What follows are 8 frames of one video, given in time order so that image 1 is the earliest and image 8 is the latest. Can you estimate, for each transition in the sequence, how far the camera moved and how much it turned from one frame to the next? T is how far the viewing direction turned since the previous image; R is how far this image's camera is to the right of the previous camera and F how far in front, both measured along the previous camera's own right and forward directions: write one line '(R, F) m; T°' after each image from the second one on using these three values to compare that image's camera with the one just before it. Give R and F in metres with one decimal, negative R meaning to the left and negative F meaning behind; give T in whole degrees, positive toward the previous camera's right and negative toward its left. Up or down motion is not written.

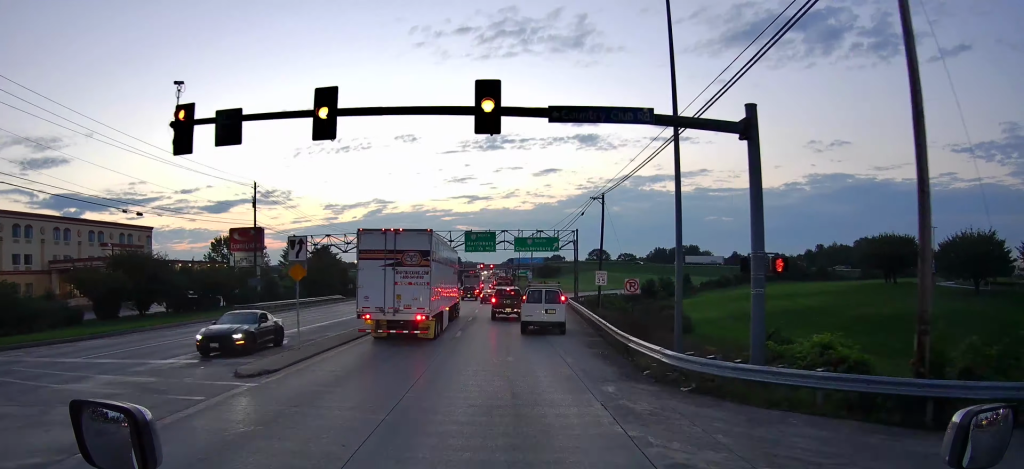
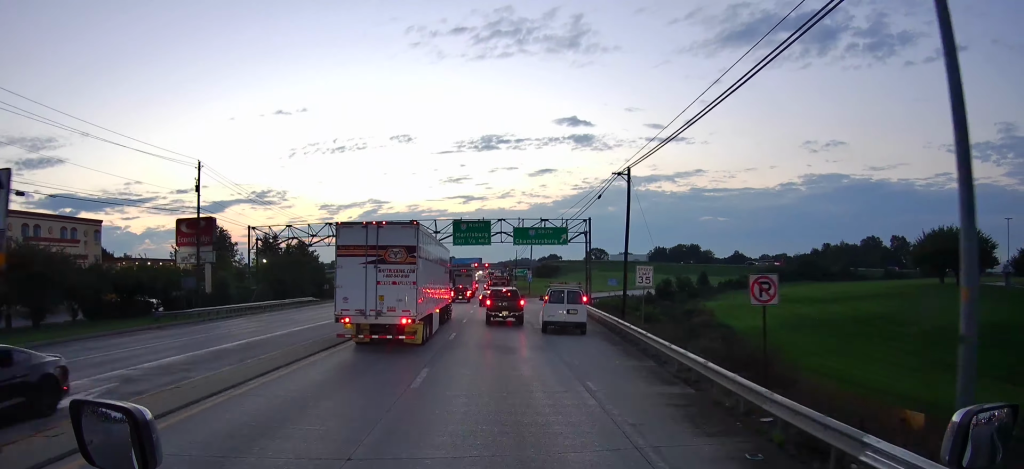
(+0.1, +11.5) m; 0°
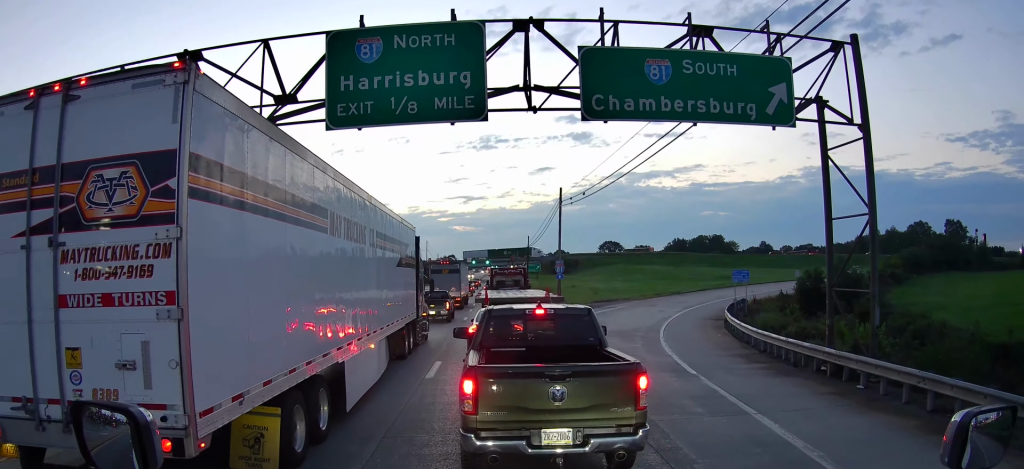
(+0.1, +38.1) m; -2°
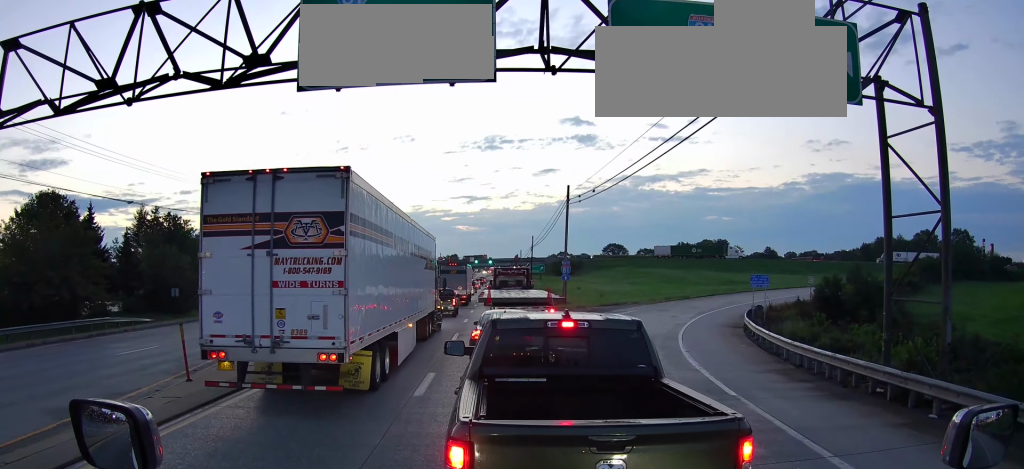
(-0.2, +3.0) m; -2°
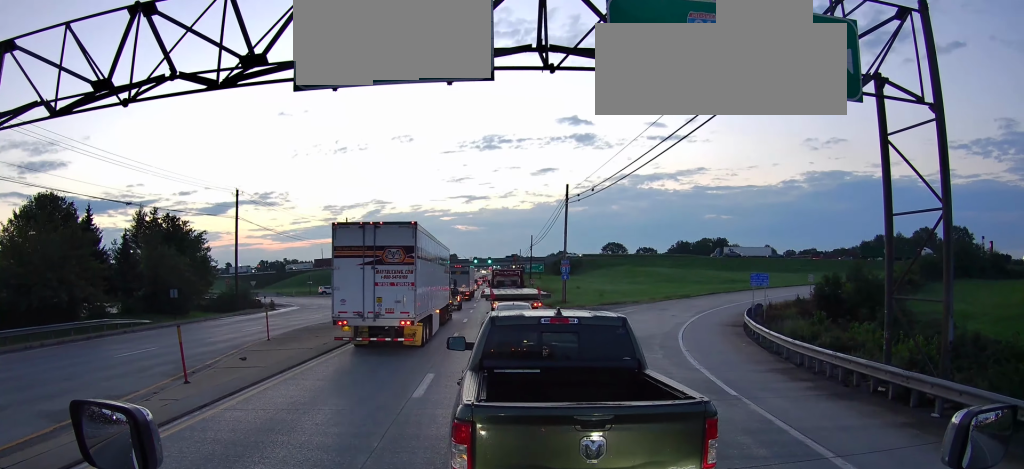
(0.0, +2.3) m; +1°
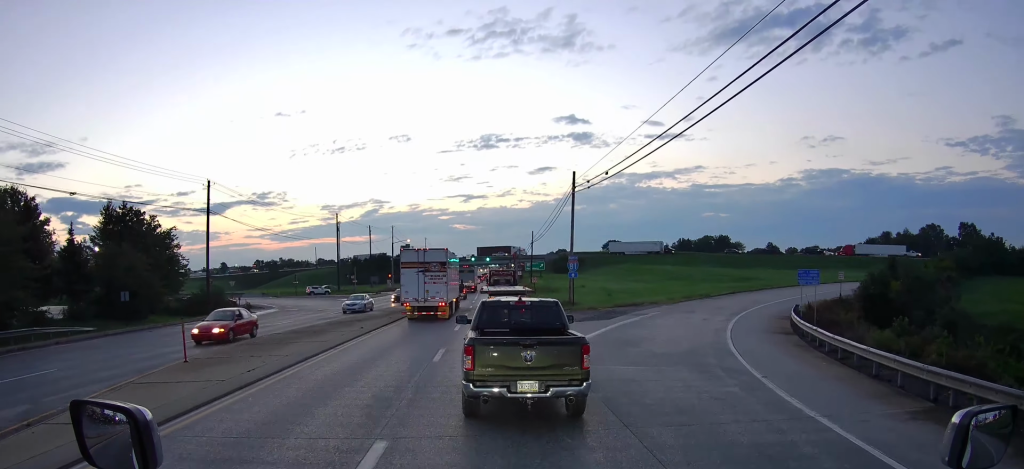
(+0.3, +6.5) m; +1°
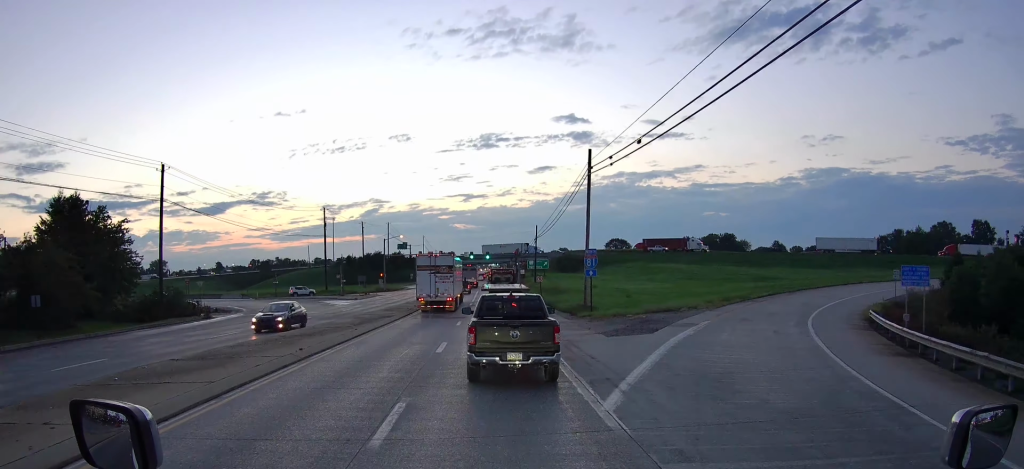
(-0.1, +7.8) m; -2°
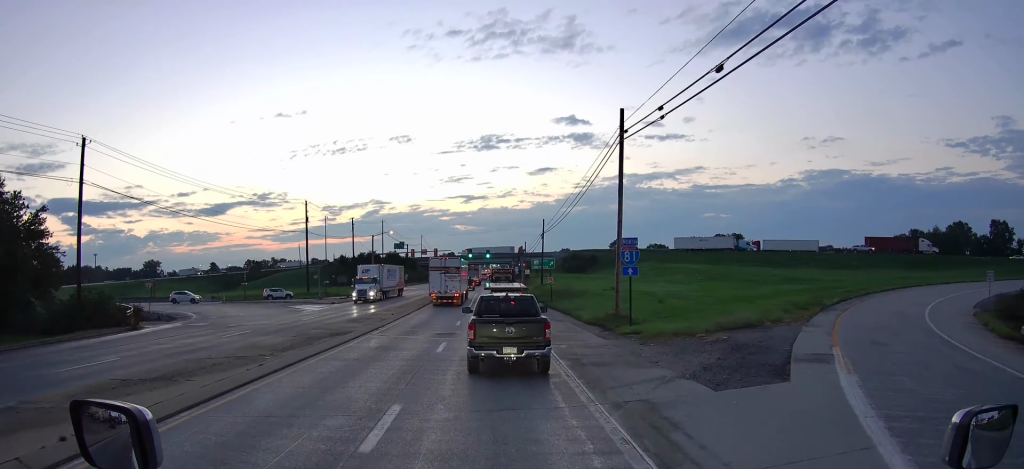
(-0.1, +10.4) m; 0°
